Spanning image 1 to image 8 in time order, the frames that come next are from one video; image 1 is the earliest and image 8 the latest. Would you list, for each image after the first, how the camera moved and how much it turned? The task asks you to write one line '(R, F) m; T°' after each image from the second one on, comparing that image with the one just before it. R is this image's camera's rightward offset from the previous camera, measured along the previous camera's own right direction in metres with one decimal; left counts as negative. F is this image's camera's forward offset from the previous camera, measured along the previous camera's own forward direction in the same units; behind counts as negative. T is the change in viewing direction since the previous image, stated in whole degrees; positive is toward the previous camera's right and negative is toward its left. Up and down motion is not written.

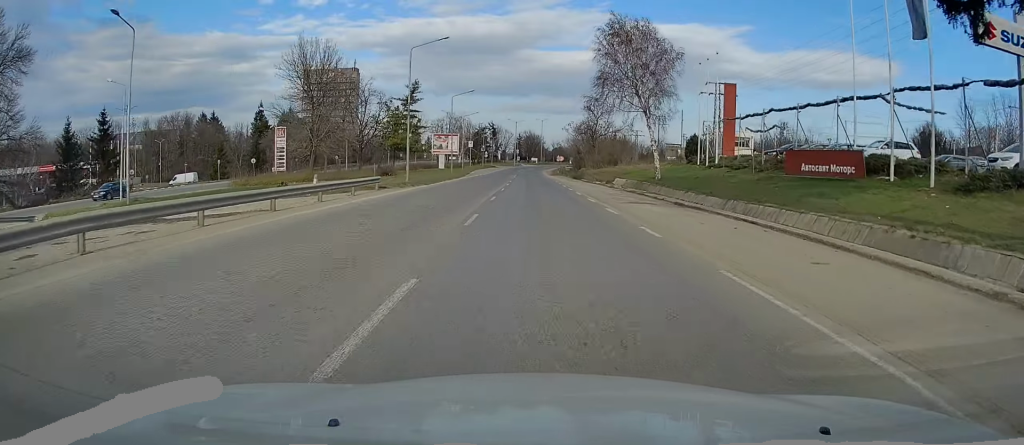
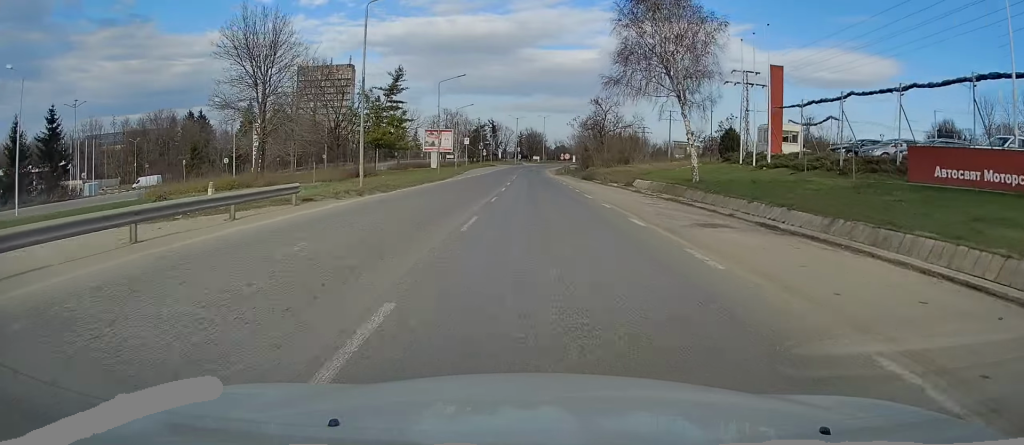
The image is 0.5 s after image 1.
(-0.1, +10.0) m; 0°
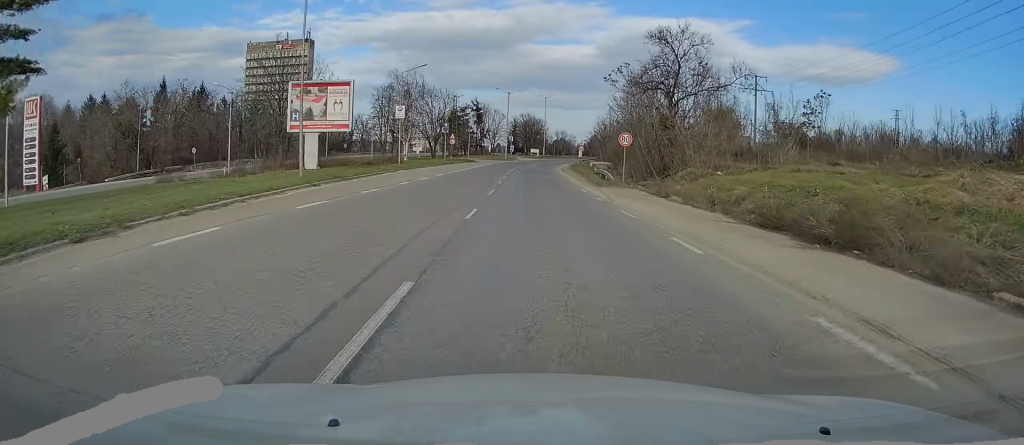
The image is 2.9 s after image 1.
(-0.2, +52.7) m; 0°
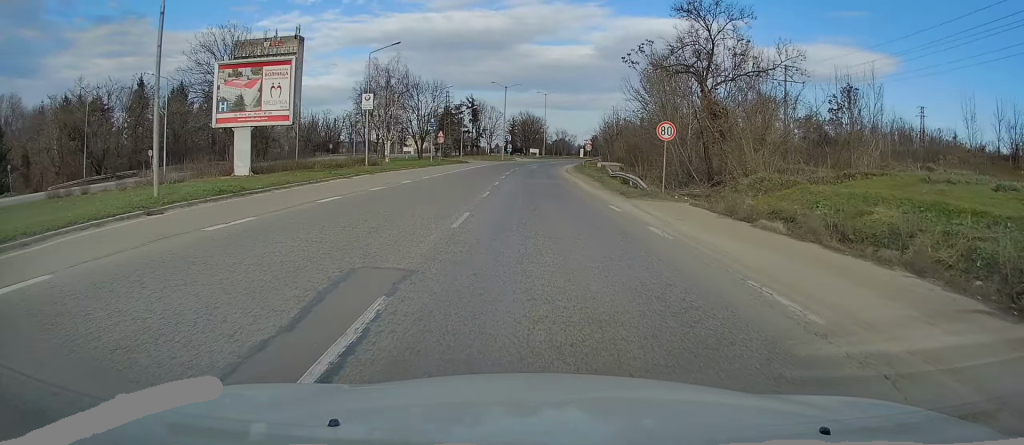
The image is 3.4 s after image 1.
(+0.2, +10.4) m; 0°
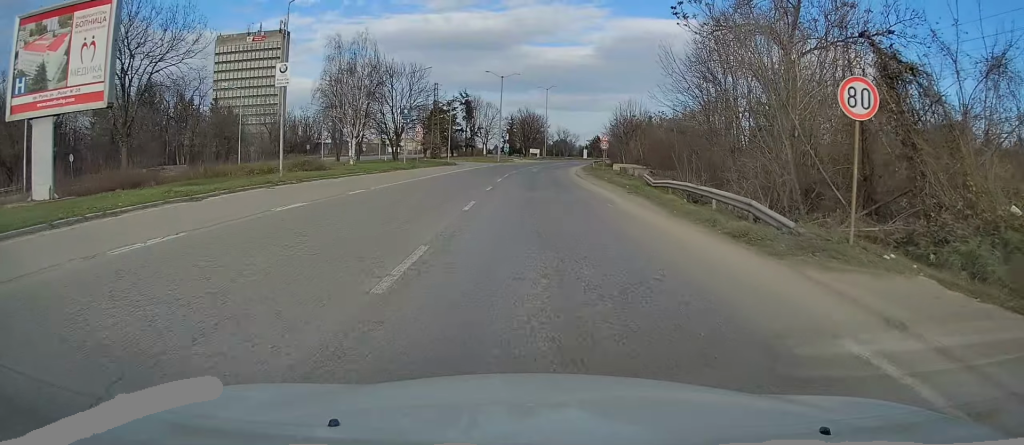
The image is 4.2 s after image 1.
(-0.1, +14.6) m; 0°
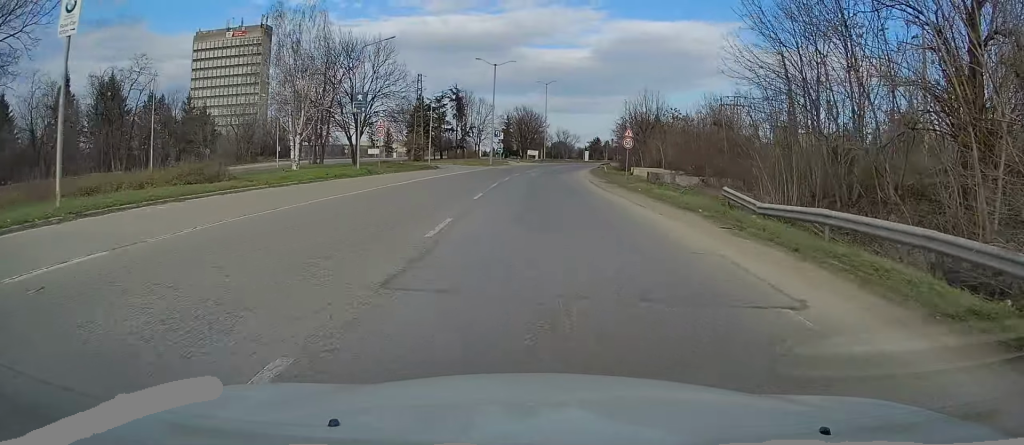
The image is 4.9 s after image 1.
(-0.1, +14.1) m; +1°
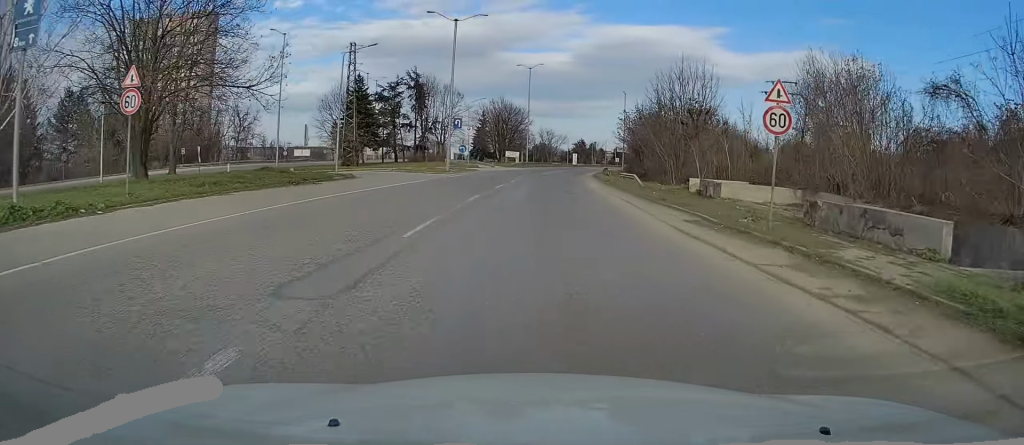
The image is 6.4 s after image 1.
(+0.5, +27.1) m; +1°
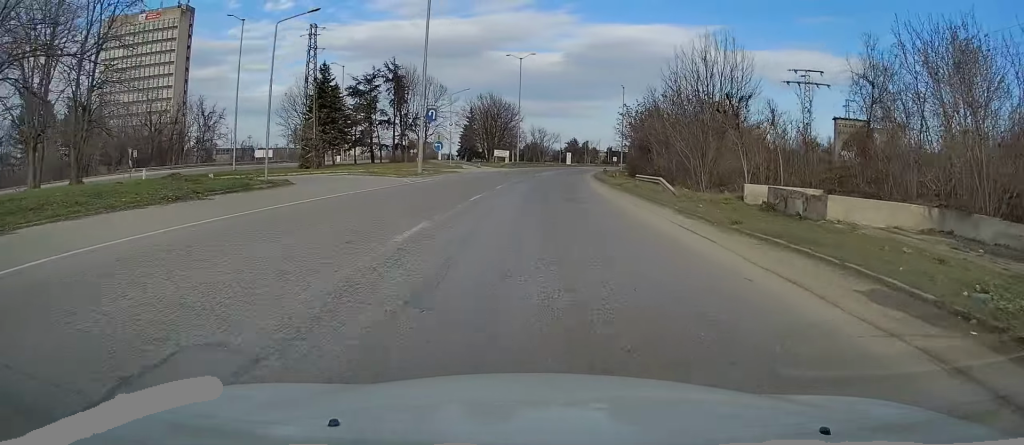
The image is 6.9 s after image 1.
(0.0, +9.8) m; +1°
